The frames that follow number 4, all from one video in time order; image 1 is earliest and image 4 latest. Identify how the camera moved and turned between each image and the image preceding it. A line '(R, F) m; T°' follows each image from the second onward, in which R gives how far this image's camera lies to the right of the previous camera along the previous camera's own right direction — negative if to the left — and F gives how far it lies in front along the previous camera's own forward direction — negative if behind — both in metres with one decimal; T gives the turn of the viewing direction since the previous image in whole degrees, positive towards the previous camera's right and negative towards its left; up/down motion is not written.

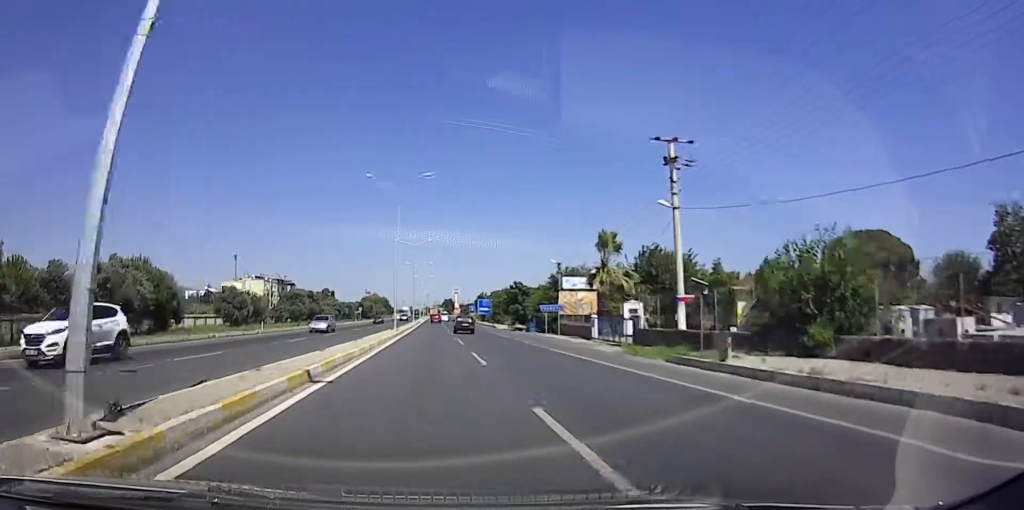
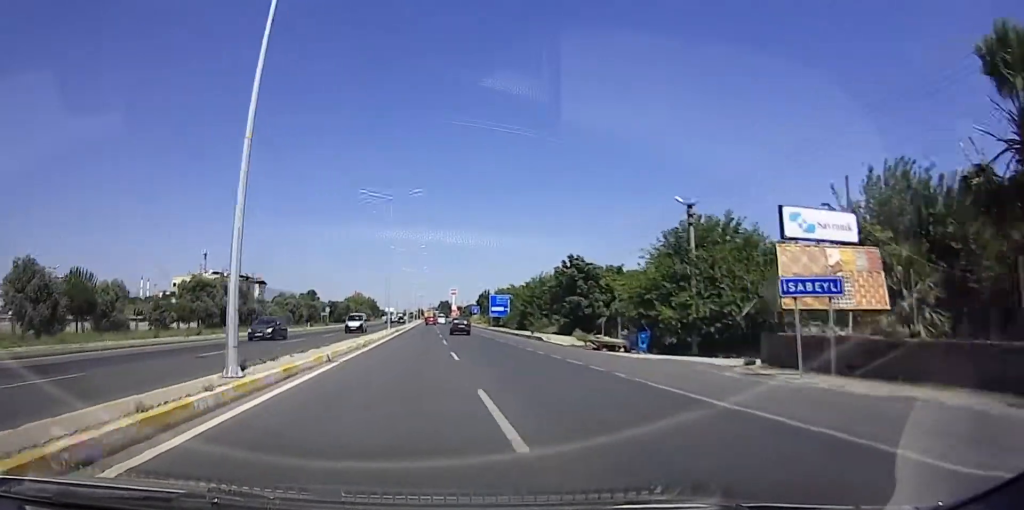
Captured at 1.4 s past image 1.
(-0.5, +32.9) m; +2°
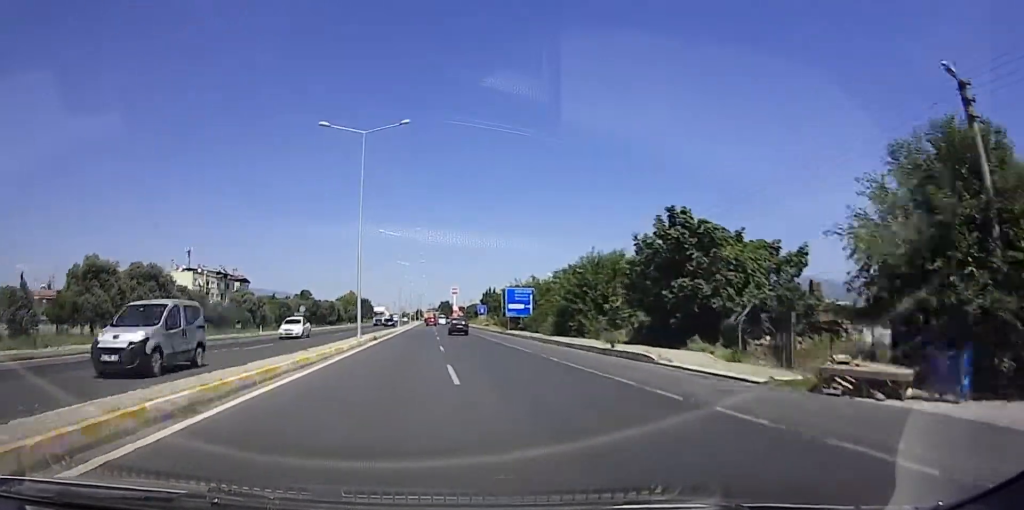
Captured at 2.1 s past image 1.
(+1.1, +17.6) m; 0°
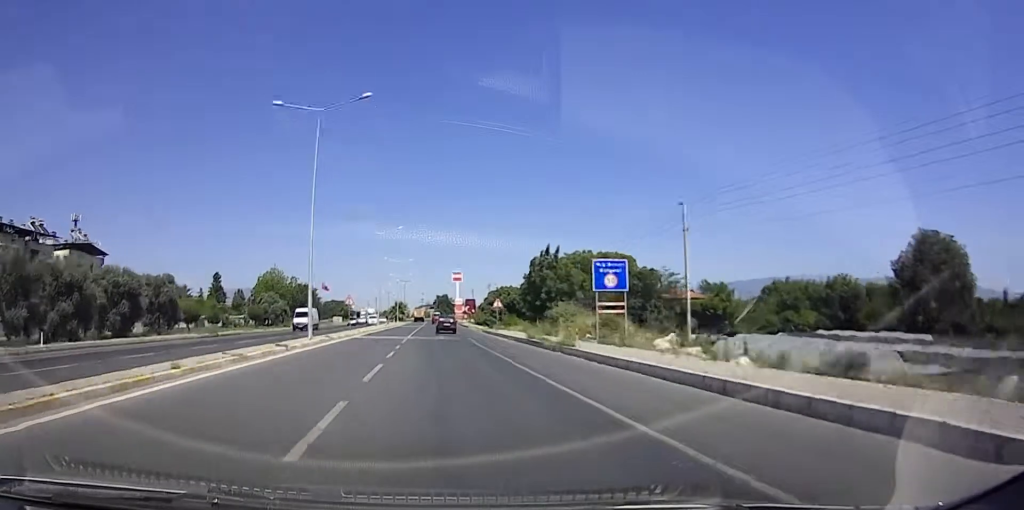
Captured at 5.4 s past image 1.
(-2.8, +78.9) m; 0°
